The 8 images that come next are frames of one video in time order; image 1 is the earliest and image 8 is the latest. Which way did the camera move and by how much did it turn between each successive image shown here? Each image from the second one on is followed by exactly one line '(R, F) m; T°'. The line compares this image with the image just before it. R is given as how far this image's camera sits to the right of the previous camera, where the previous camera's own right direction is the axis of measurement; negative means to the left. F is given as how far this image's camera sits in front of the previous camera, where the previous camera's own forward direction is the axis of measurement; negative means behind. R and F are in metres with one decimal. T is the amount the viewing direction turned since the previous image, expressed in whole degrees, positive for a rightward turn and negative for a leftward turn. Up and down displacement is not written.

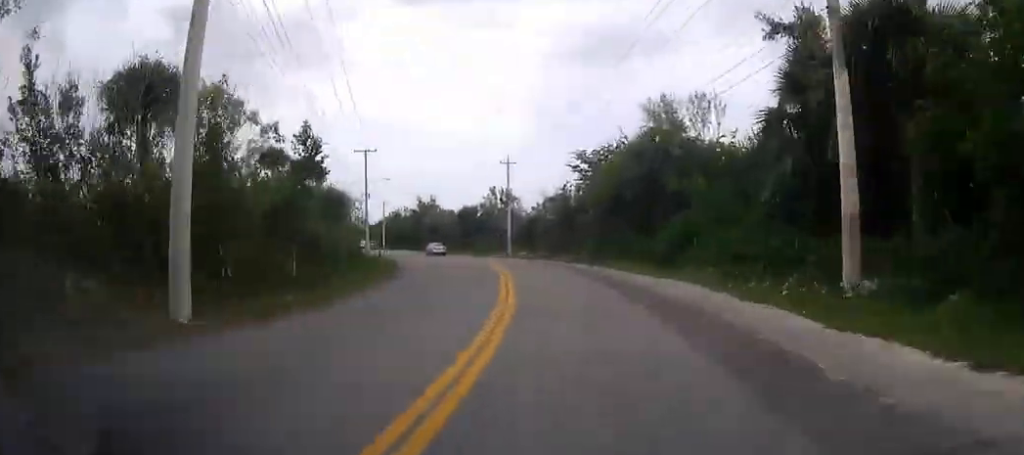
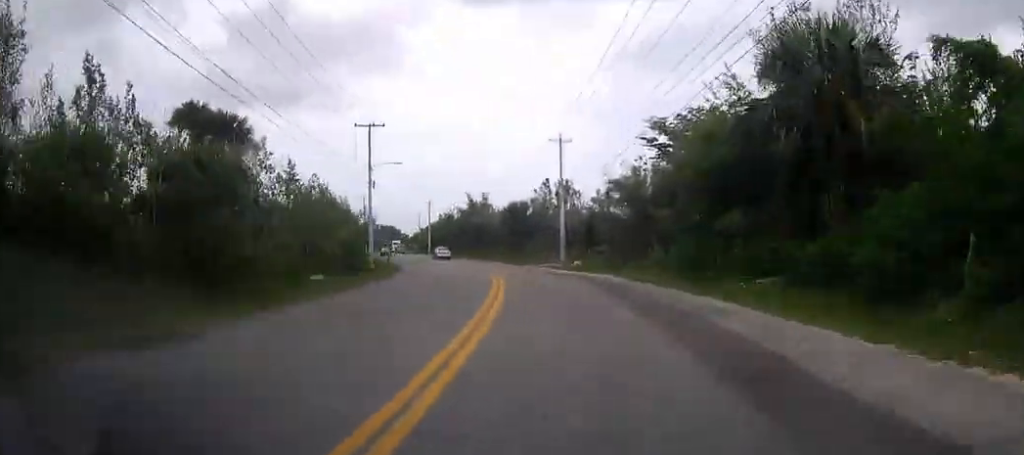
(0.0, +19.0) m; -4°
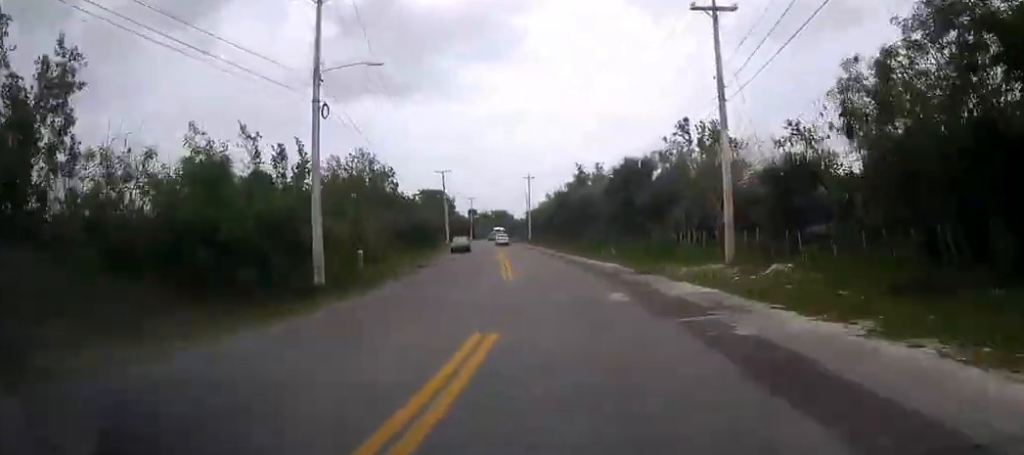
(-2.5, +30.0) m; -8°
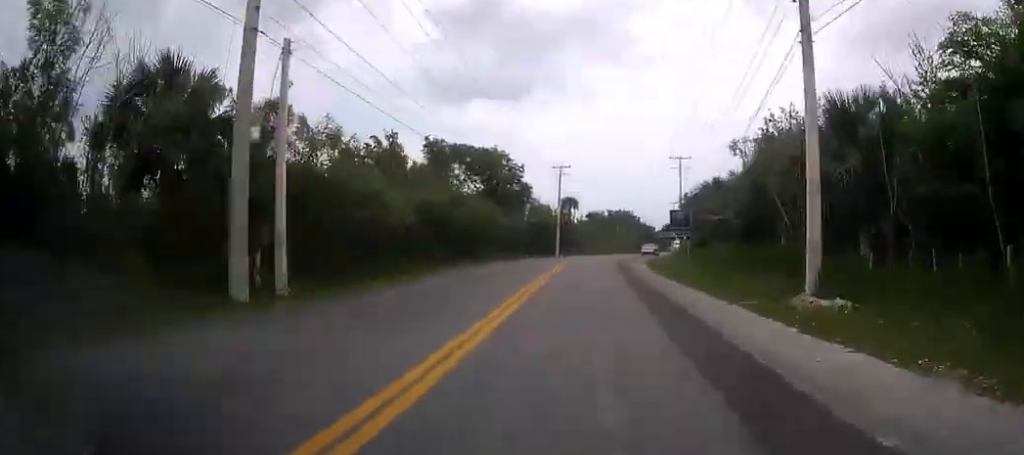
(-12.7, +91.3) m; -10°
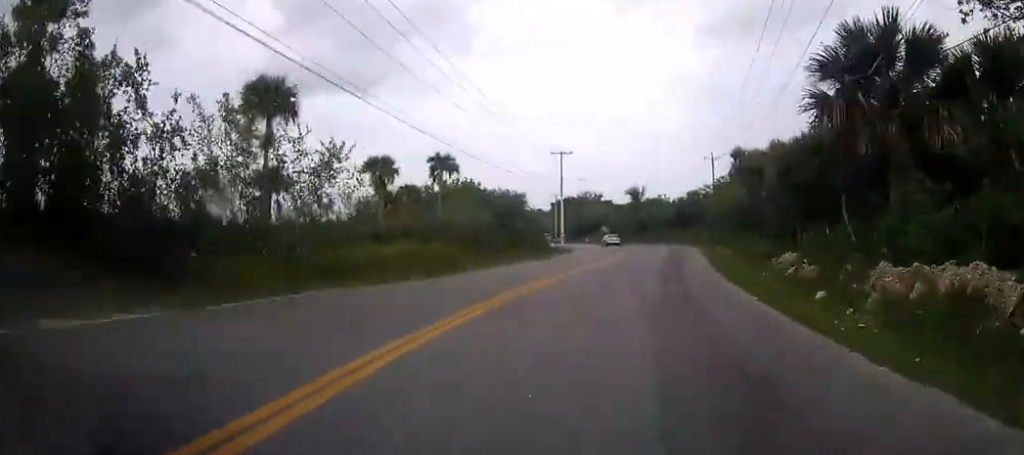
(+5.1, +76.0) m; +9°
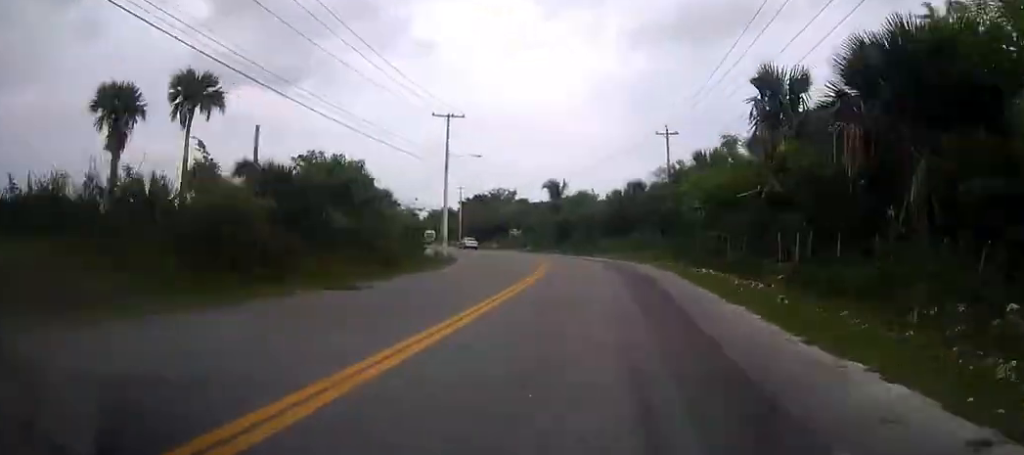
(+1.0, +25.2) m; +3°
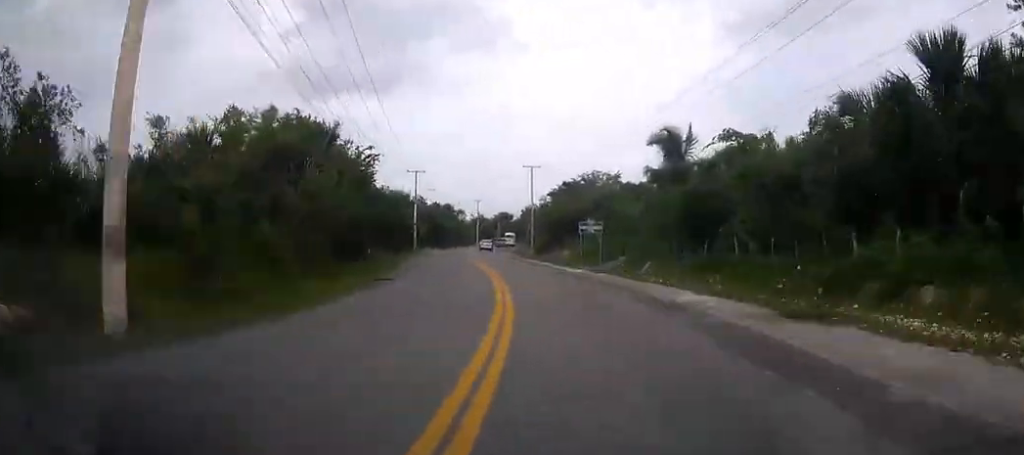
(+0.2, +45.5) m; -5°
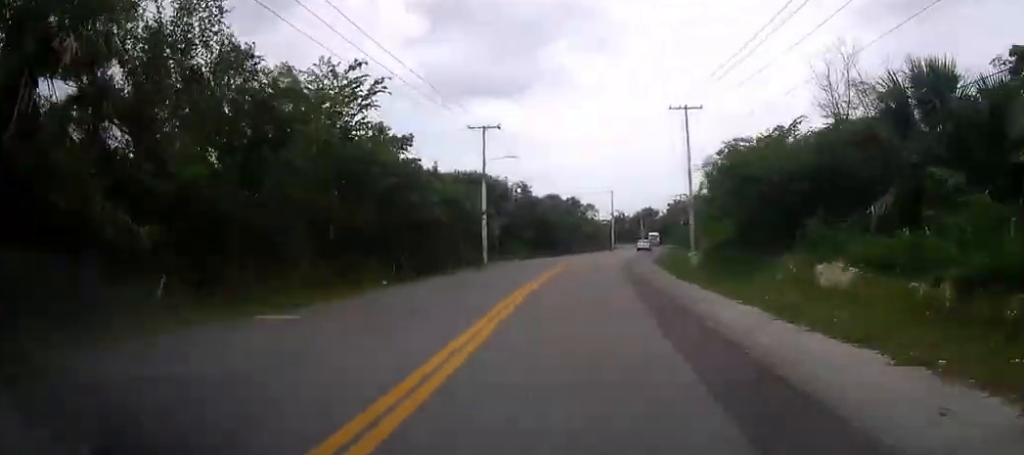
(-3.3, +40.4) m; -6°
